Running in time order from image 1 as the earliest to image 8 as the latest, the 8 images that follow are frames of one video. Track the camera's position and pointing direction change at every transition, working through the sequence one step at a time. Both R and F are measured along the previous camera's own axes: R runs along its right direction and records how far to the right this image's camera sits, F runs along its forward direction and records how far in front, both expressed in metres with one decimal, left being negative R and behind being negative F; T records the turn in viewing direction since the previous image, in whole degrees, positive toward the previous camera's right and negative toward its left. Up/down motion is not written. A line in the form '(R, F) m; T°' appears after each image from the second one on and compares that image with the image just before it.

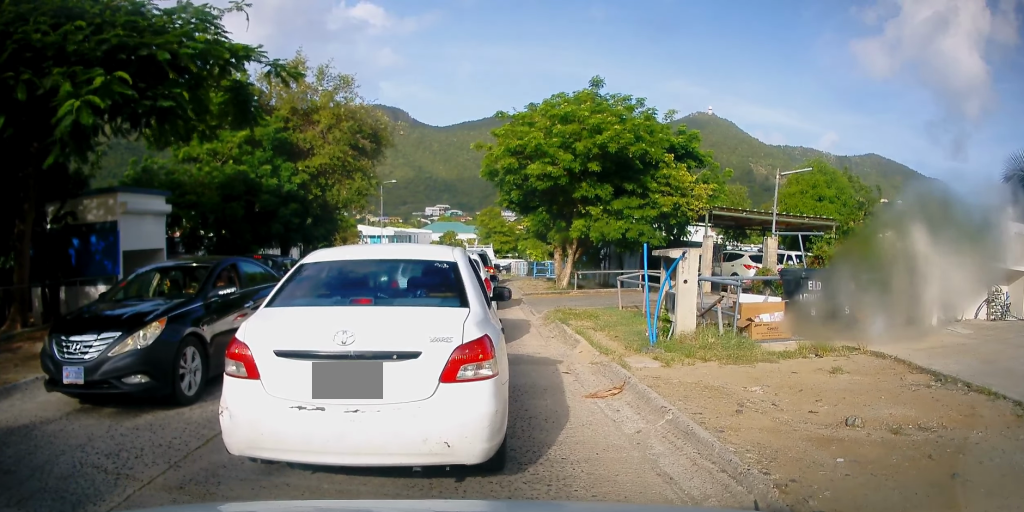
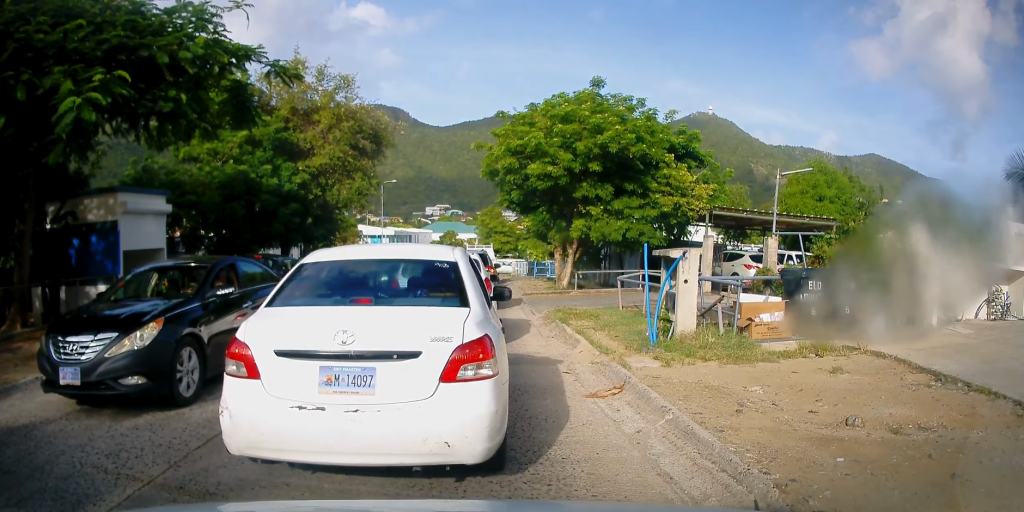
(0.0, 0.0) m; 0°
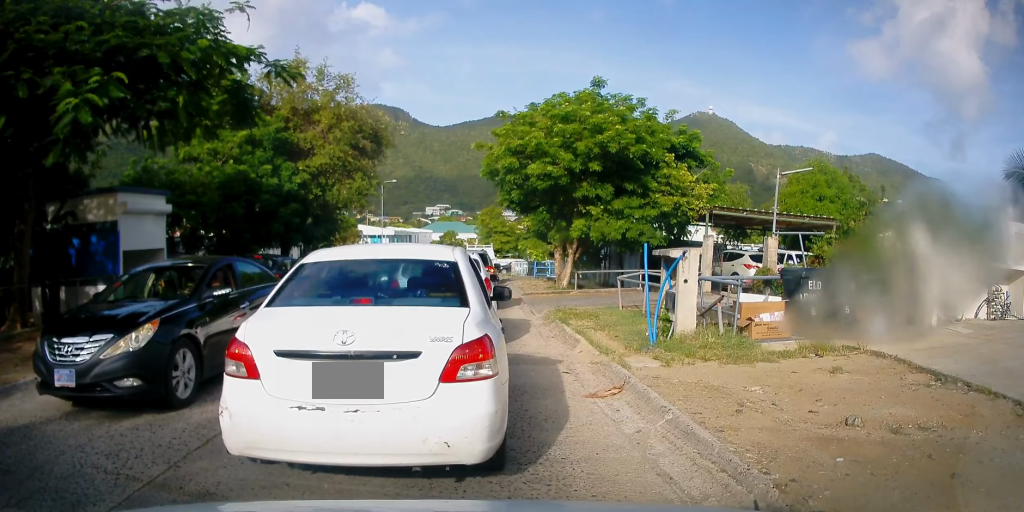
(0.0, 0.0) m; 0°
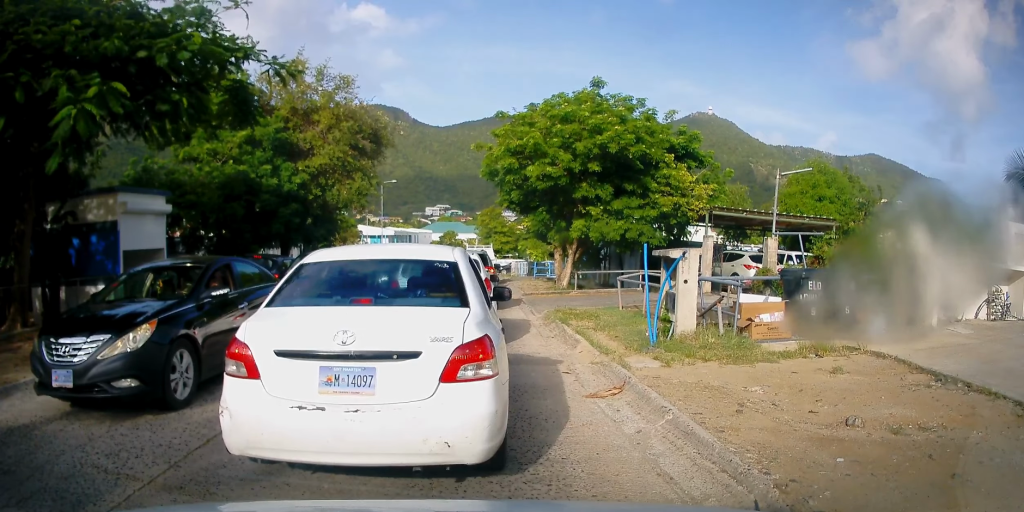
(0.0, 0.0) m; 0°
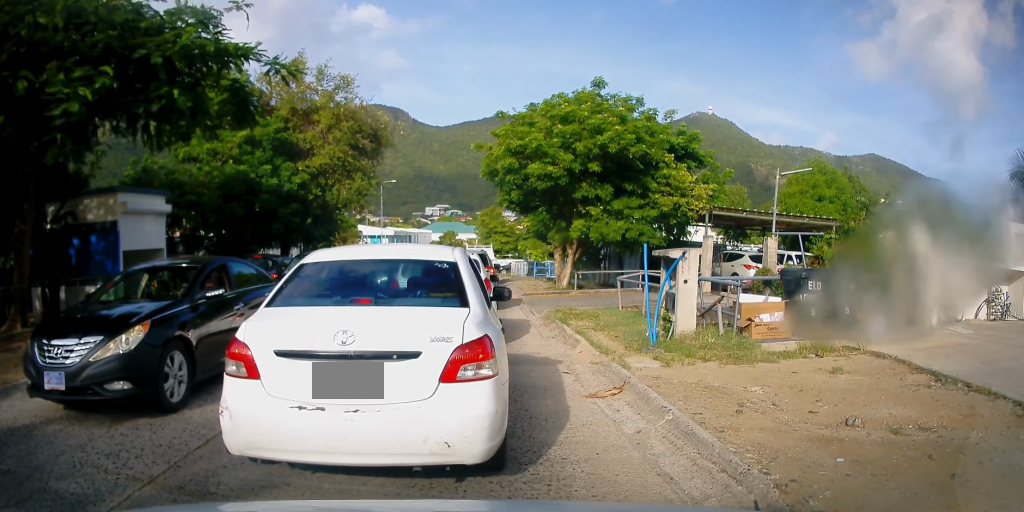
(0.0, 0.0) m; 0°
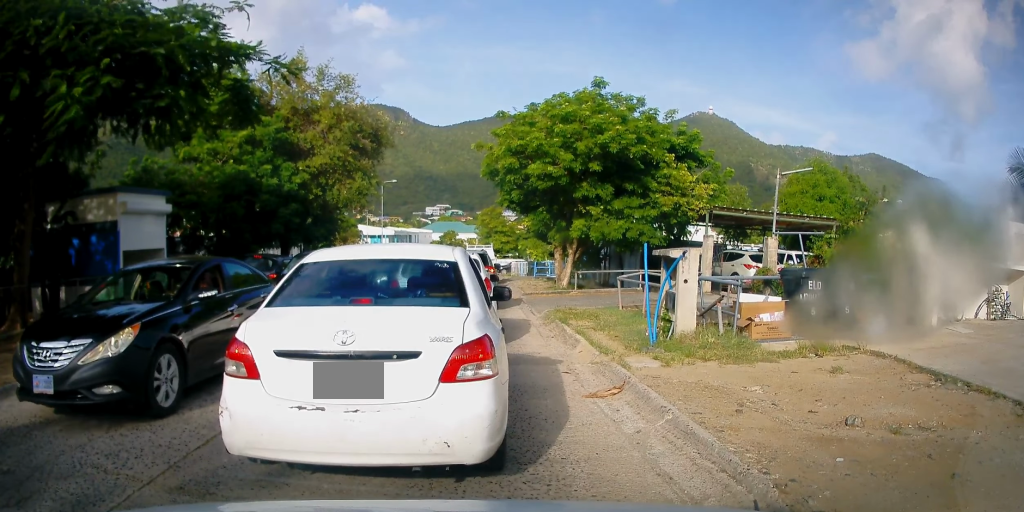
(0.0, 0.0) m; 0°
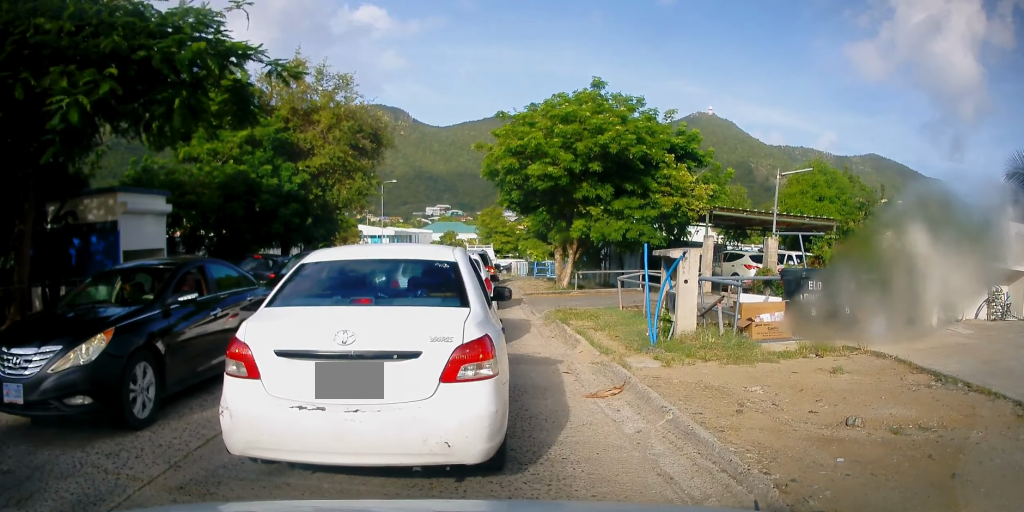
(0.0, 0.0) m; 0°
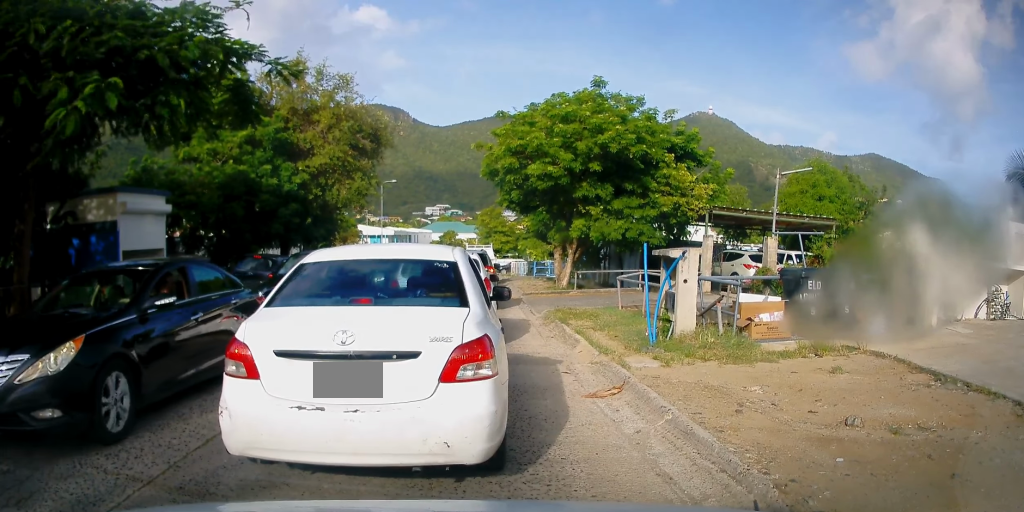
(0.0, 0.0) m; 0°
